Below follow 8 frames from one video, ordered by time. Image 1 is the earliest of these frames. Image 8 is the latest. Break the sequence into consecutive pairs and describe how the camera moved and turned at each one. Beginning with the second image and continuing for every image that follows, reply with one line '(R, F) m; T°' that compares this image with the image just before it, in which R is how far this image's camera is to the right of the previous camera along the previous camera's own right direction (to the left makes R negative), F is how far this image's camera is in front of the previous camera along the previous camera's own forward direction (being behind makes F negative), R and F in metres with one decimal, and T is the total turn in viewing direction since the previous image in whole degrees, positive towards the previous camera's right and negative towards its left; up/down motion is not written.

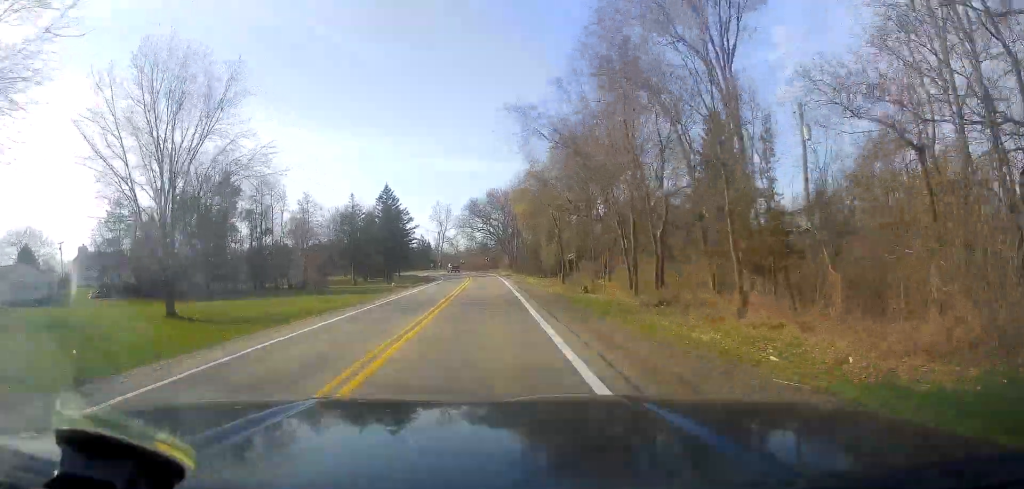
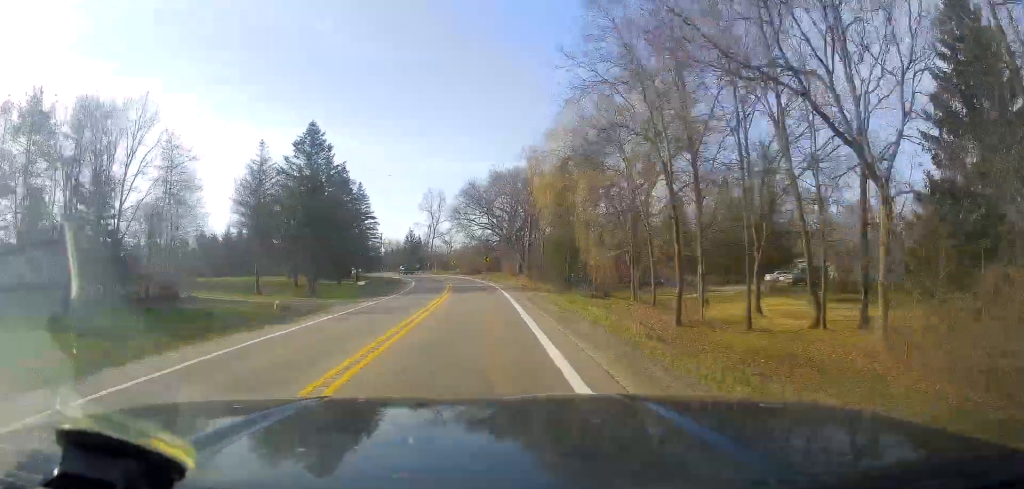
(-0.5, +36.7) m; 0°
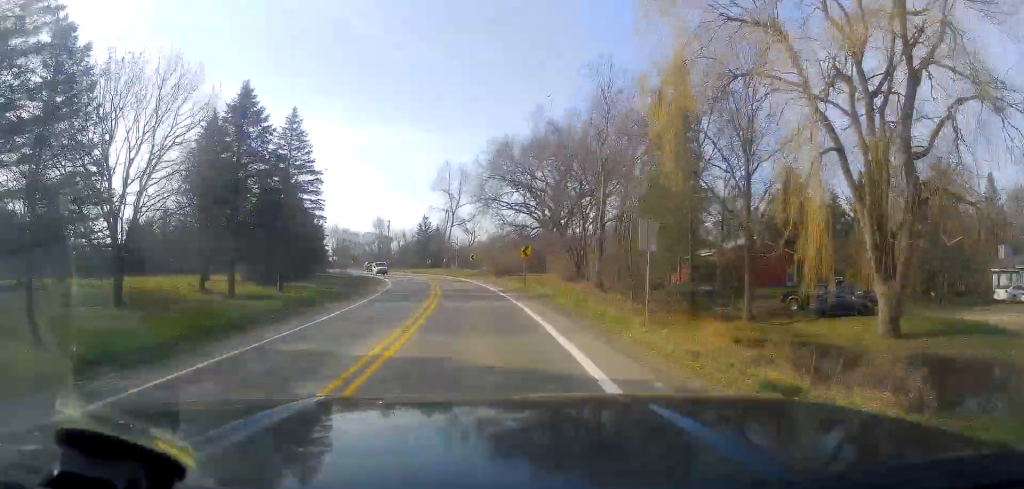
(+0.8, +36.4) m; -2°
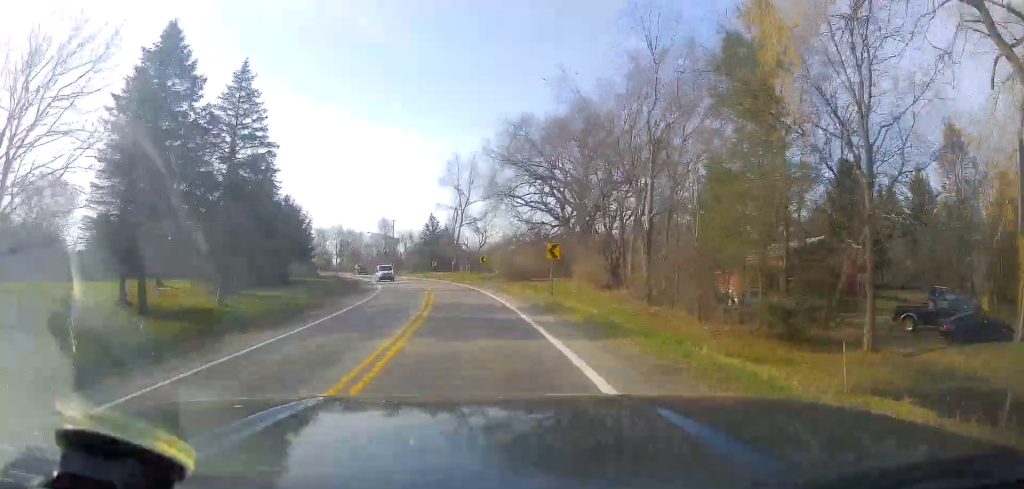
(+0.3, +11.2) m; -2°
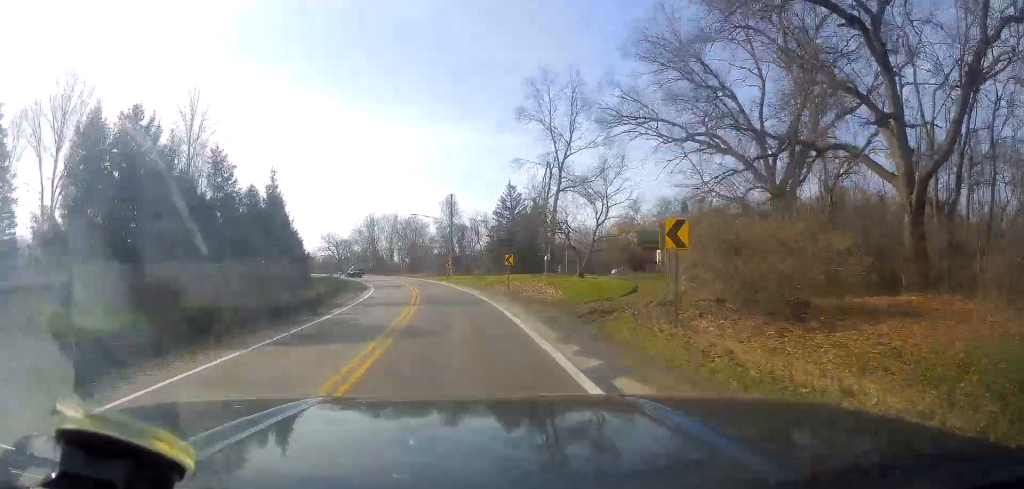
(-4.9, +45.6) m; -10°
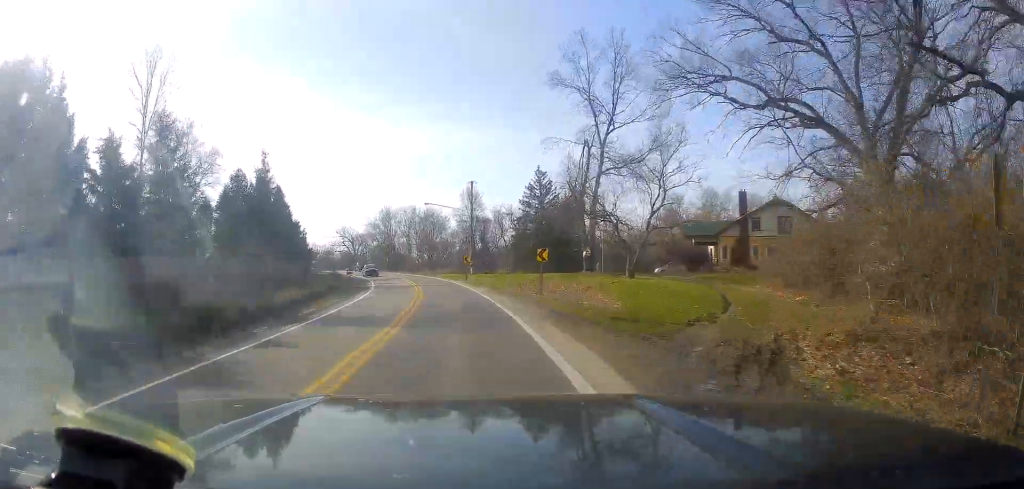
(-0.3, +10.7) m; -2°
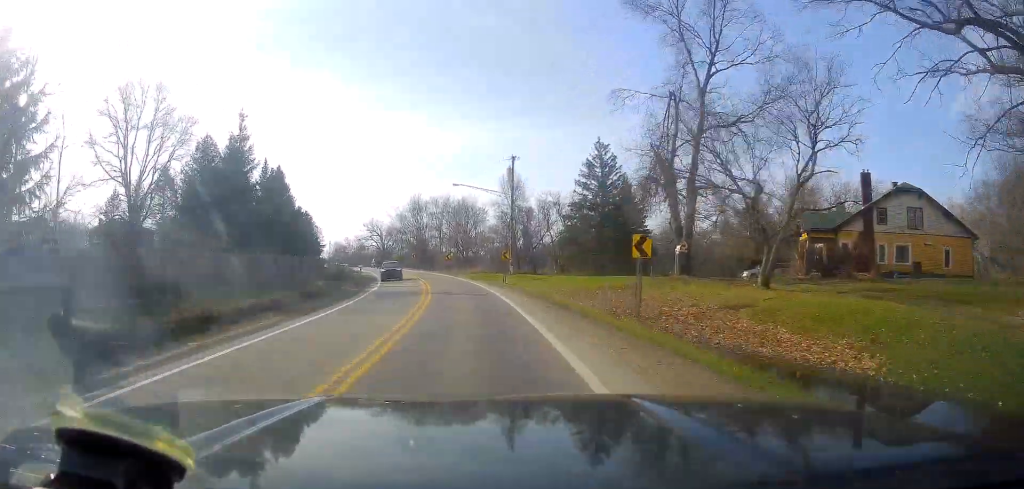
(-0.2, +16.0) m; -3°
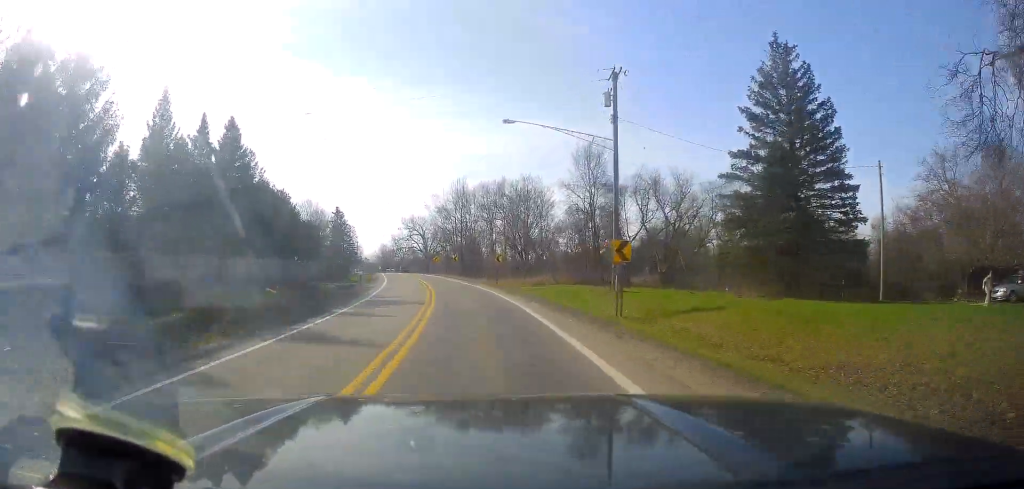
(-1.6, +28.1) m; -6°
